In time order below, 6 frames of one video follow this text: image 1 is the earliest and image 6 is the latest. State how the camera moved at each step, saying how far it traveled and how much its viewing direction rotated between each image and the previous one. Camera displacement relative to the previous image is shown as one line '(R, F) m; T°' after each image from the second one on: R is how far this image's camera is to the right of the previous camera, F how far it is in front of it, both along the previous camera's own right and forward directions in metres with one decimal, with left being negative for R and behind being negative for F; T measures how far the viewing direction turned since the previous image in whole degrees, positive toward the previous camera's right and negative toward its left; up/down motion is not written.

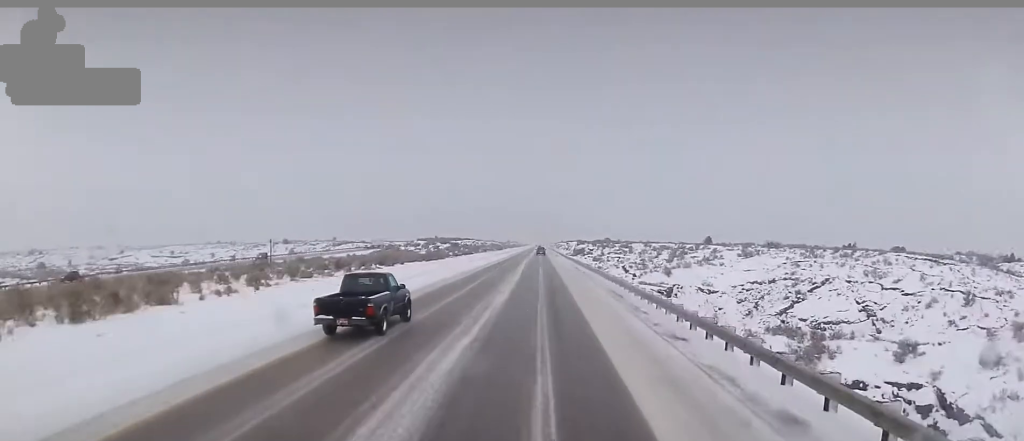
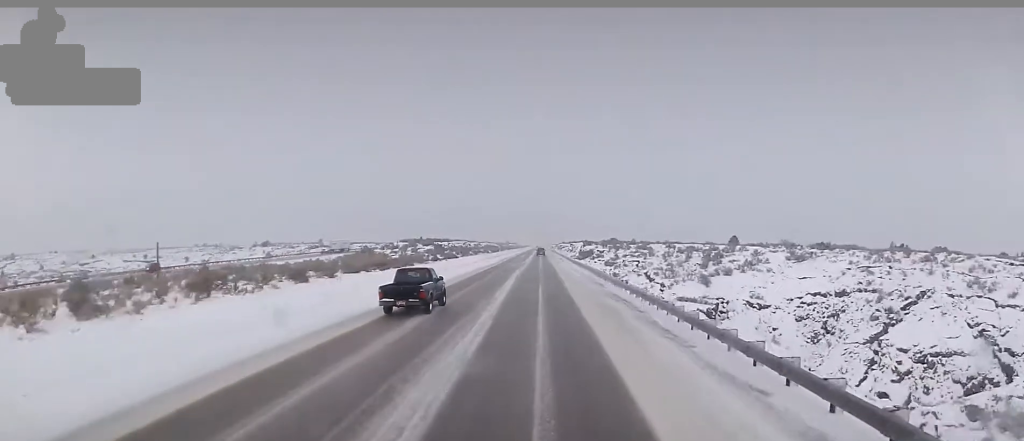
(-0.3, +24.9) m; 0°
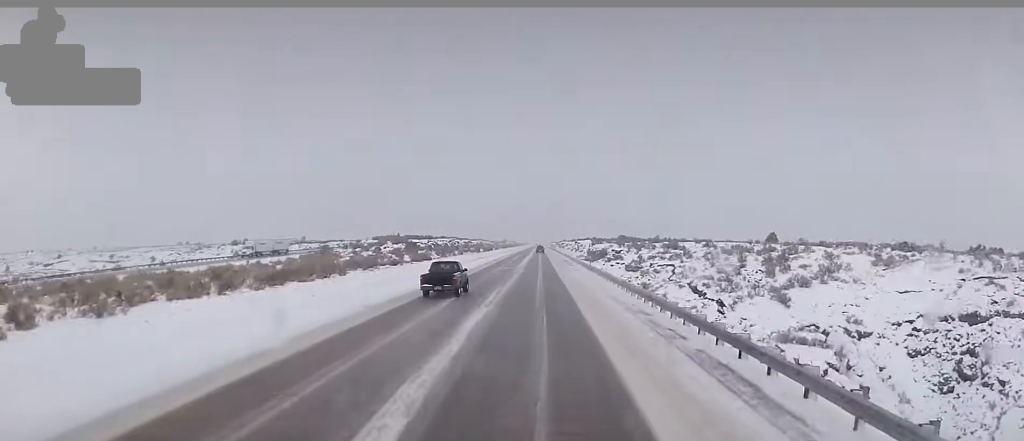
(+0.3, +27.7) m; +1°
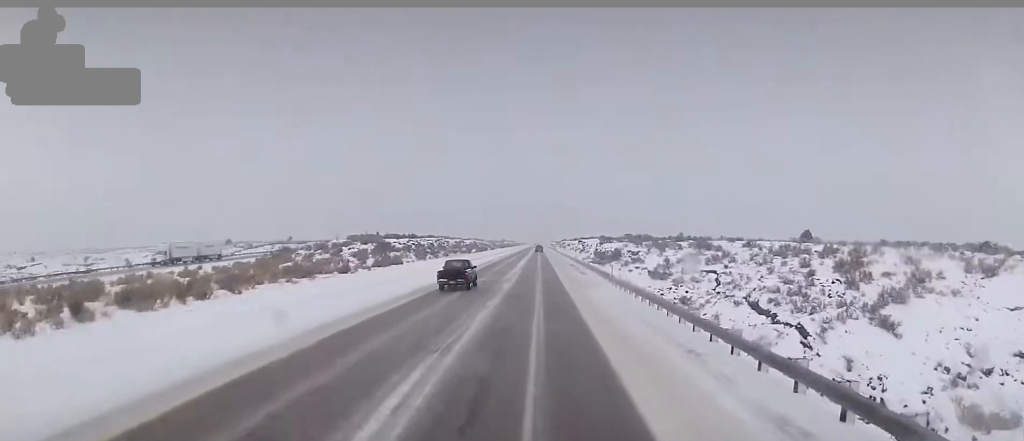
(0.0, +18.8) m; 0°
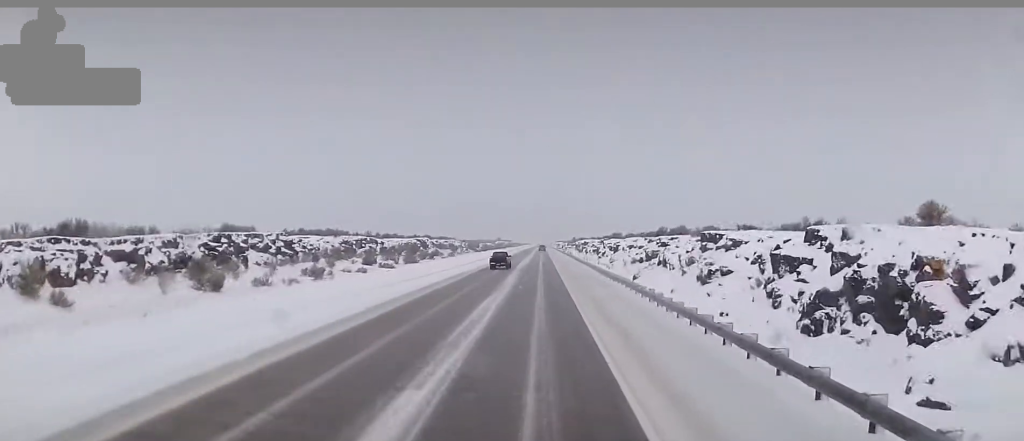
(+0.5, +102.4) m; -1°
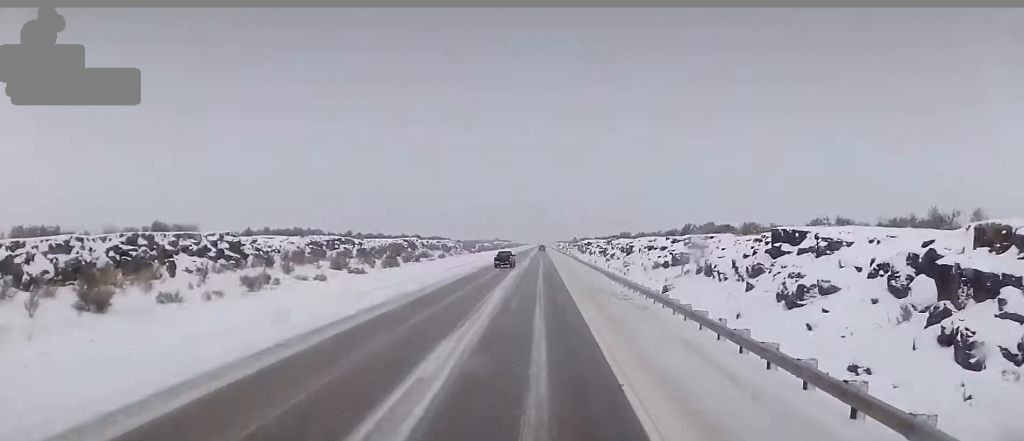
(-0.1, +10.8) m; 0°
